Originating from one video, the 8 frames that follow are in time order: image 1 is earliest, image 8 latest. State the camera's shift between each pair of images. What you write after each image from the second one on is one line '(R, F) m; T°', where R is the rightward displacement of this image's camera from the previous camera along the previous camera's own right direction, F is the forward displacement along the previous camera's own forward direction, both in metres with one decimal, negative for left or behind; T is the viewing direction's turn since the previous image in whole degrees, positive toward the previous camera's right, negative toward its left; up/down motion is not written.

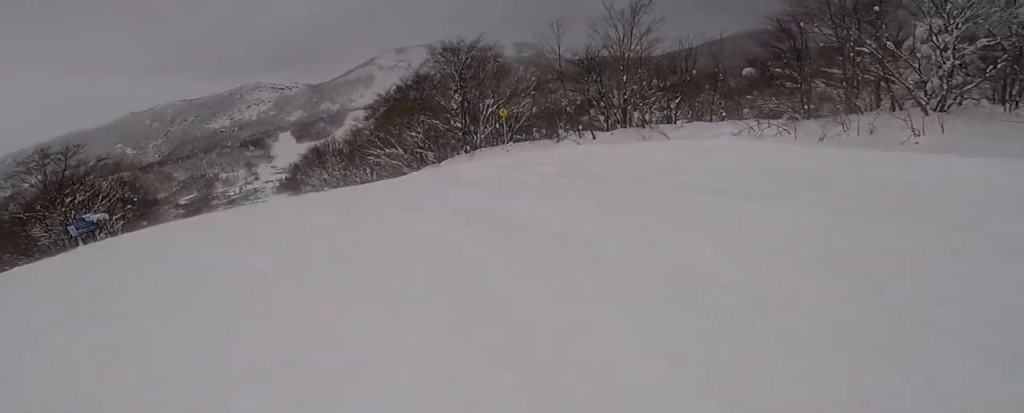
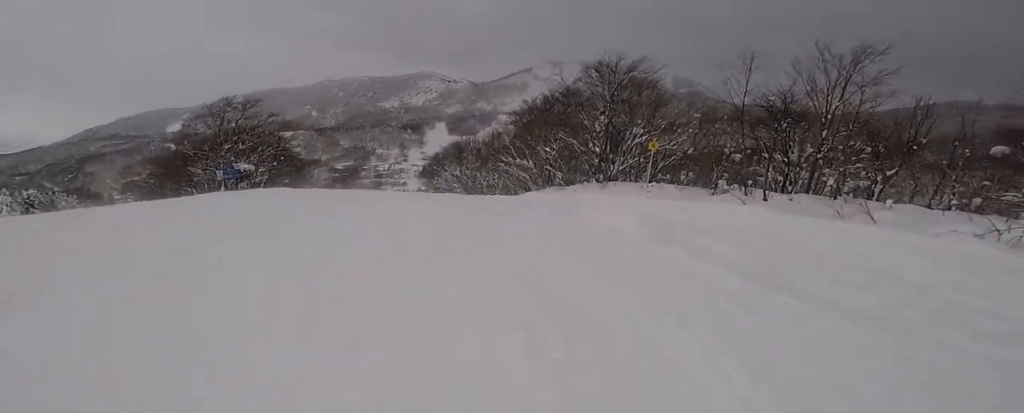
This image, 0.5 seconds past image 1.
(0.0, +3.3) m; 0°
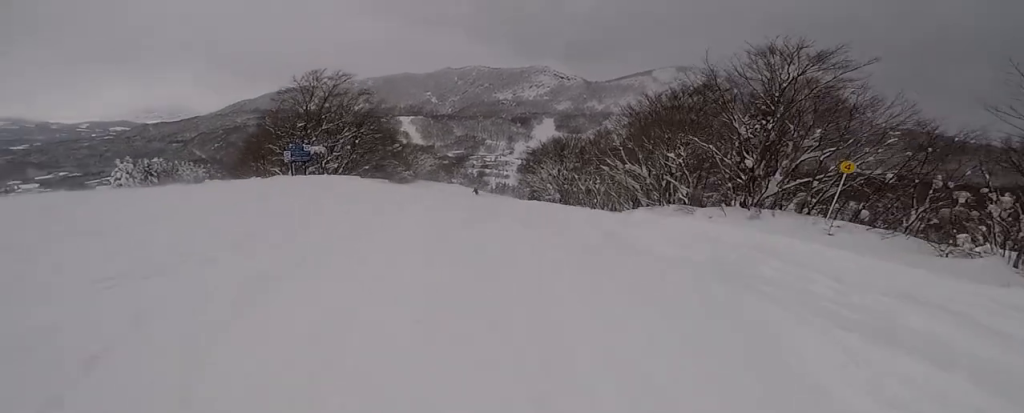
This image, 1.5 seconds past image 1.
(0.0, +7.1) m; -17°
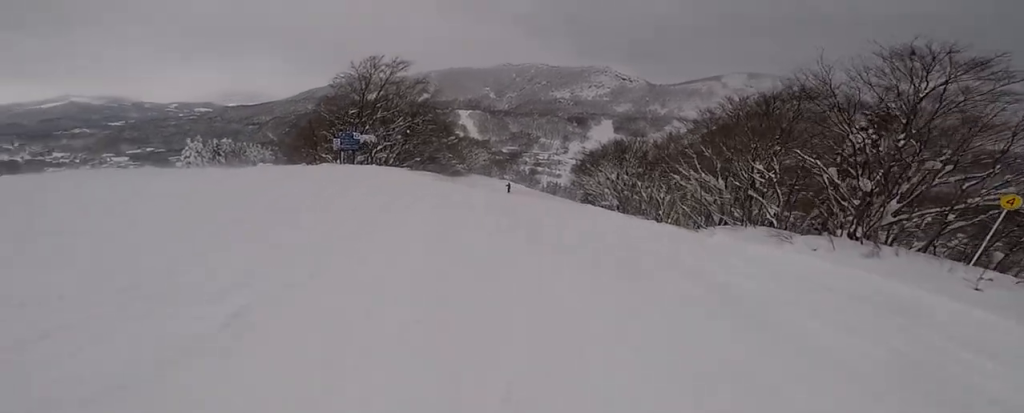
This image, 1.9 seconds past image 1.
(-0.9, +2.4) m; -5°
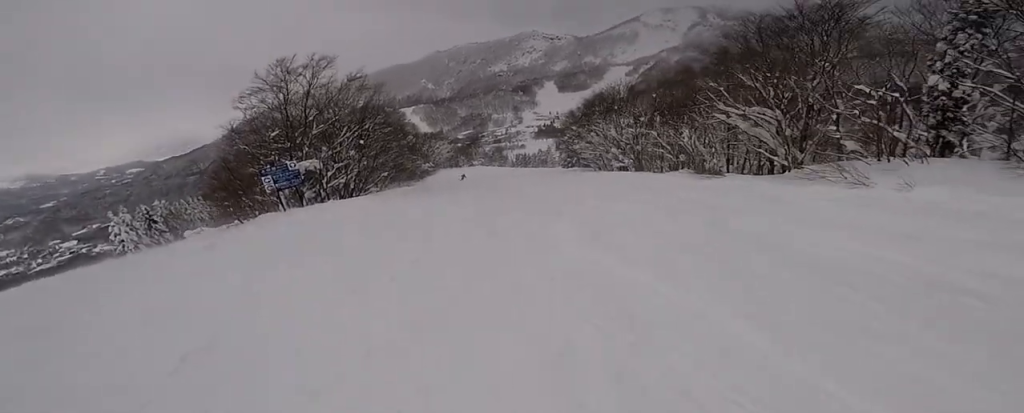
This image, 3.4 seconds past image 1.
(-0.7, +8.6) m; +3°
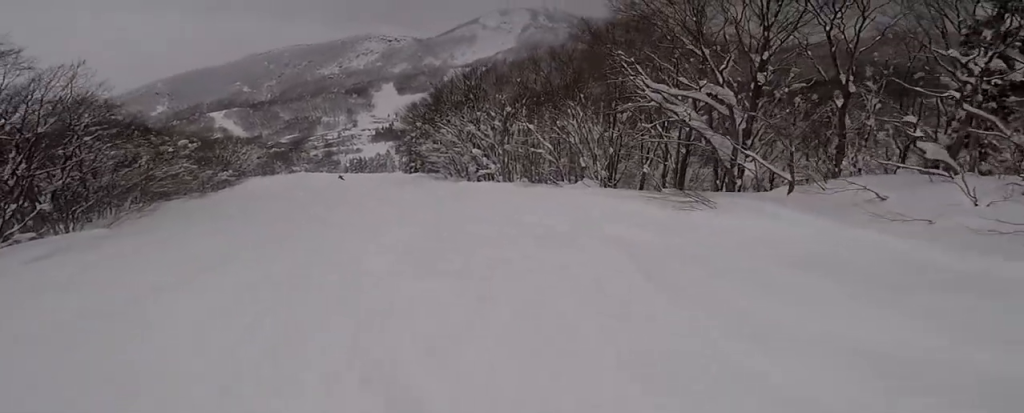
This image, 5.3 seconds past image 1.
(+2.3, +12.6) m; +6°
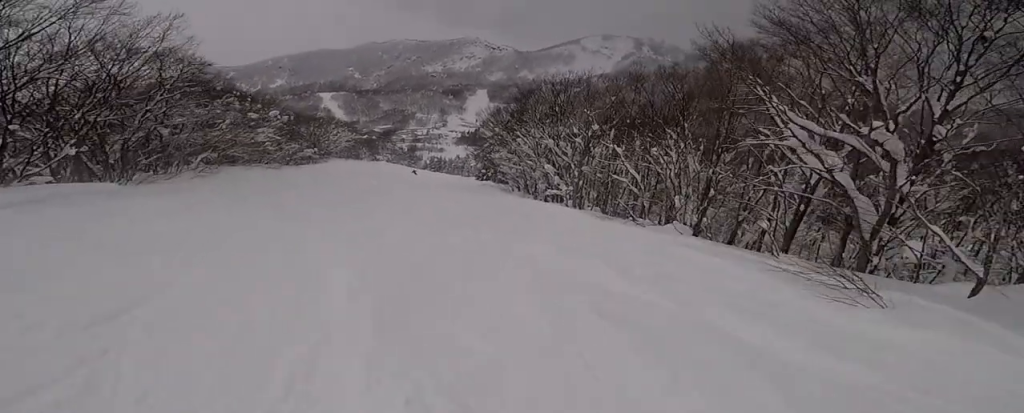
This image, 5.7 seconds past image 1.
(-0.2, +3.1) m; -5°
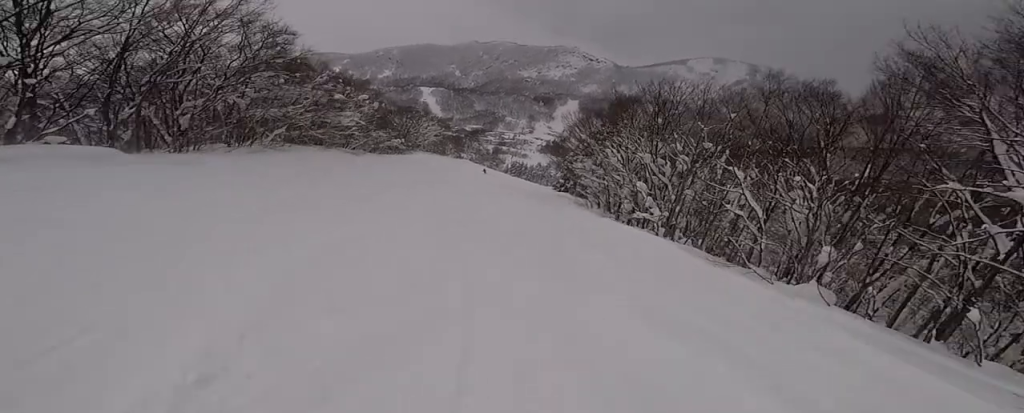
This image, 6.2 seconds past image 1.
(-0.6, +3.5) m; -6°
